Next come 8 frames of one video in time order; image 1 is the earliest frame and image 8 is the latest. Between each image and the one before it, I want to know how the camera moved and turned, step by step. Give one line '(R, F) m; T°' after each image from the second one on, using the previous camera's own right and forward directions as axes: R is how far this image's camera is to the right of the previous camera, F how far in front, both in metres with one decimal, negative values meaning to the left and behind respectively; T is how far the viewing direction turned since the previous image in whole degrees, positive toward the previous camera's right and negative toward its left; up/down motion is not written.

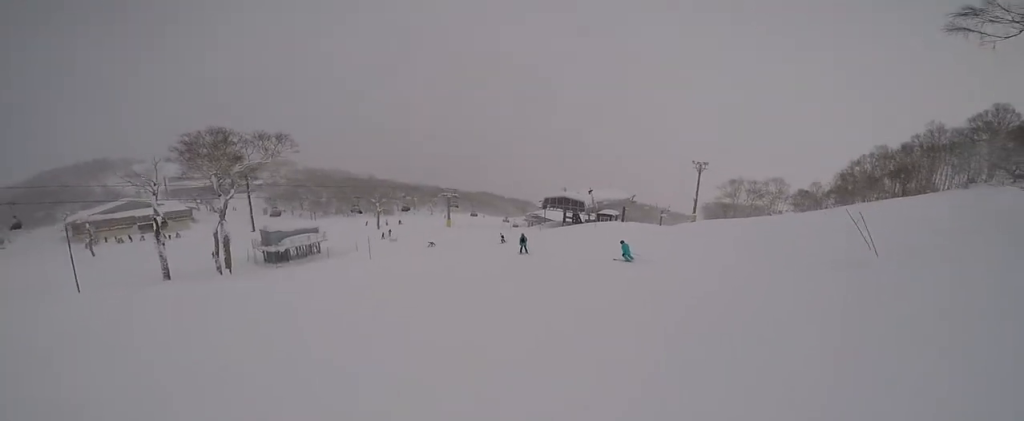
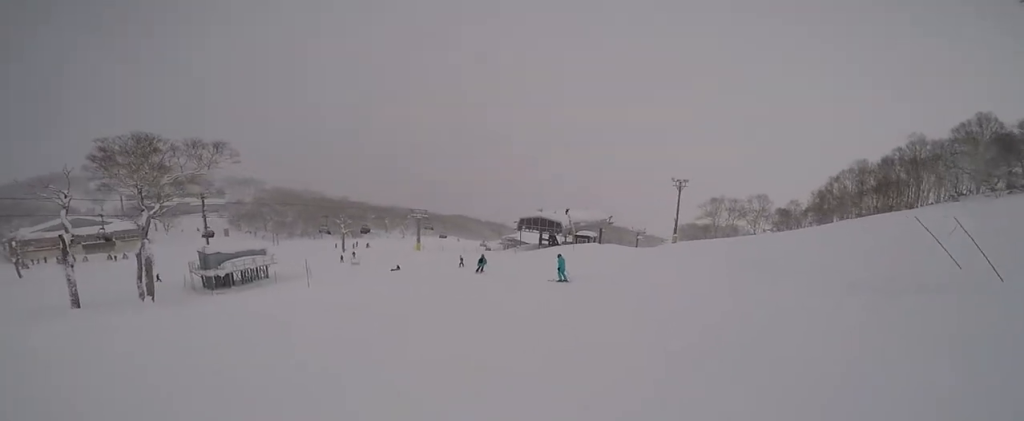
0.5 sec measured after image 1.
(0.0, +4.2) m; -2°
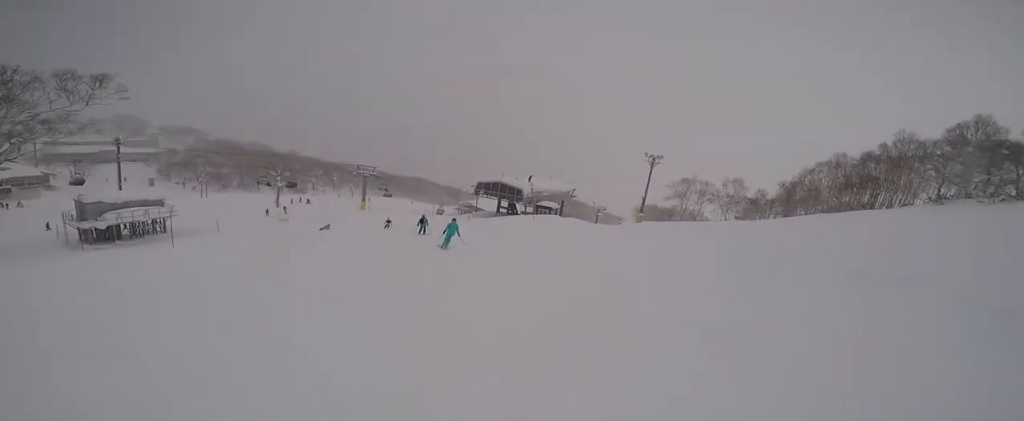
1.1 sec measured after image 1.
(-0.1, +5.2) m; -2°
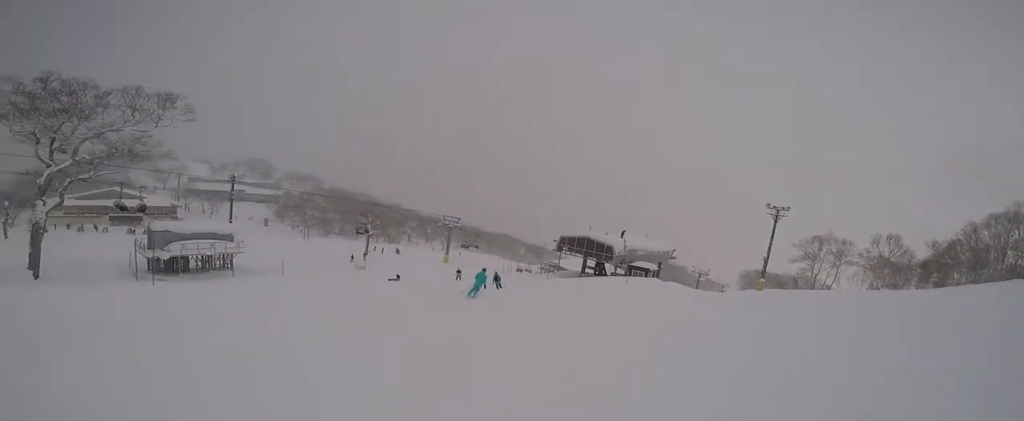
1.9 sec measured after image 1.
(-0.3, +6.5) m; -3°
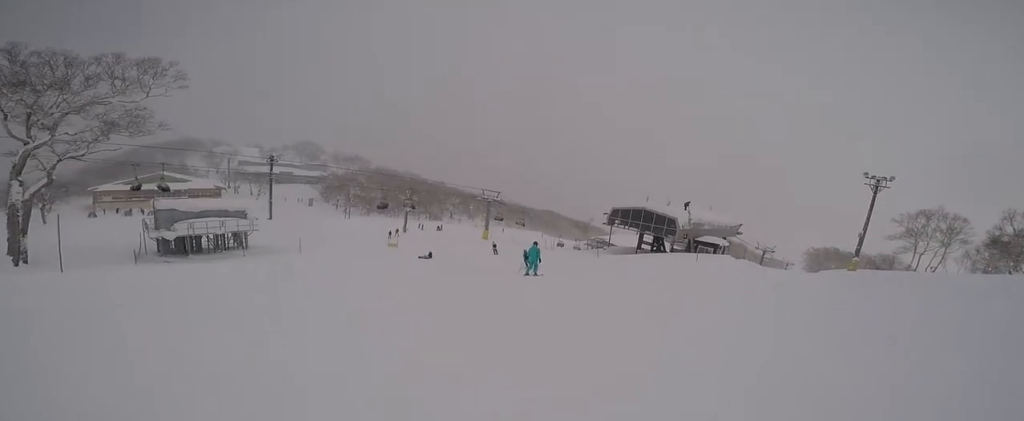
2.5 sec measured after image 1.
(0.0, +5.3) m; -1°
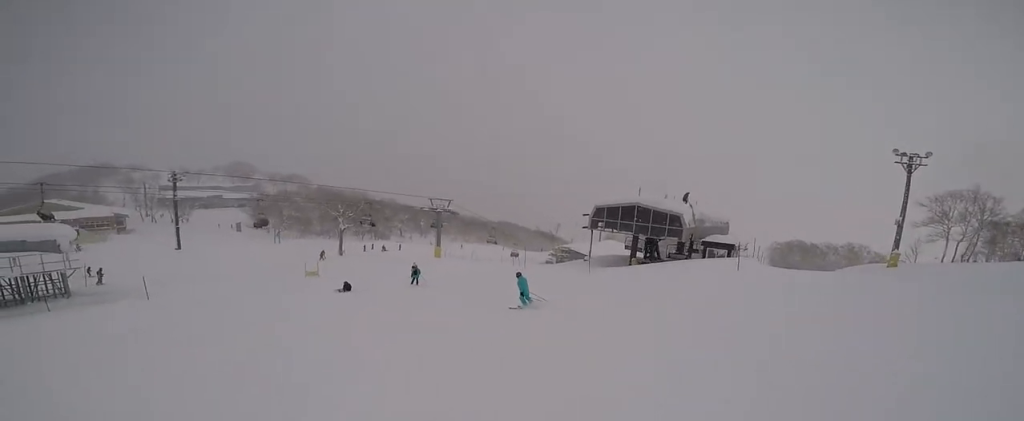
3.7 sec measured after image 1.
(-0.4, +10.9) m; -4°
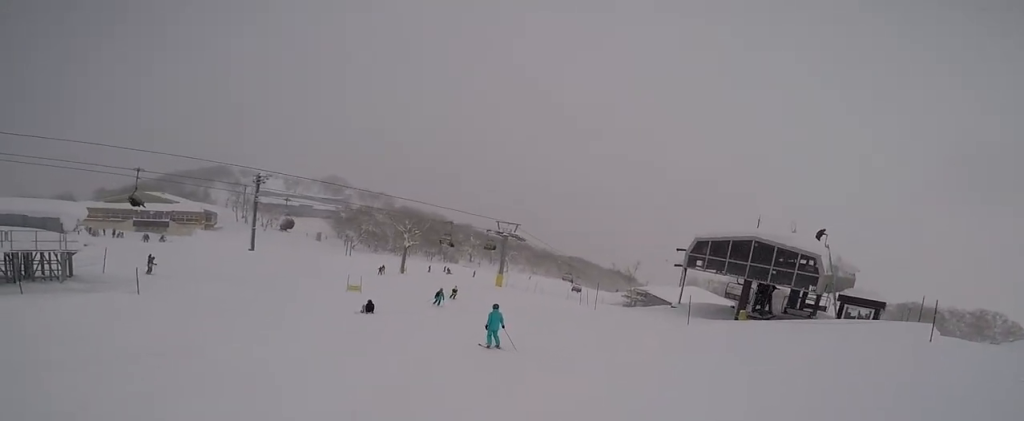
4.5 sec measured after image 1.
(-0.1, +6.7) m; -4°
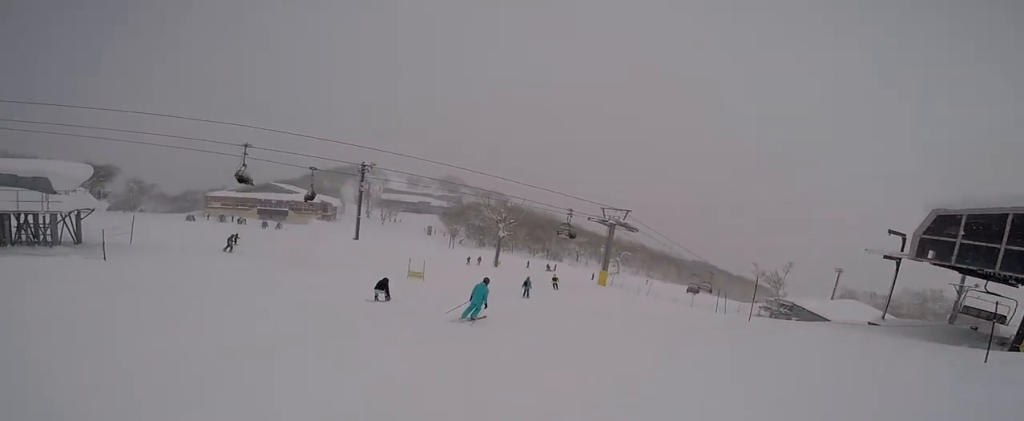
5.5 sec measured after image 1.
(-0.5, +8.8) m; -10°
